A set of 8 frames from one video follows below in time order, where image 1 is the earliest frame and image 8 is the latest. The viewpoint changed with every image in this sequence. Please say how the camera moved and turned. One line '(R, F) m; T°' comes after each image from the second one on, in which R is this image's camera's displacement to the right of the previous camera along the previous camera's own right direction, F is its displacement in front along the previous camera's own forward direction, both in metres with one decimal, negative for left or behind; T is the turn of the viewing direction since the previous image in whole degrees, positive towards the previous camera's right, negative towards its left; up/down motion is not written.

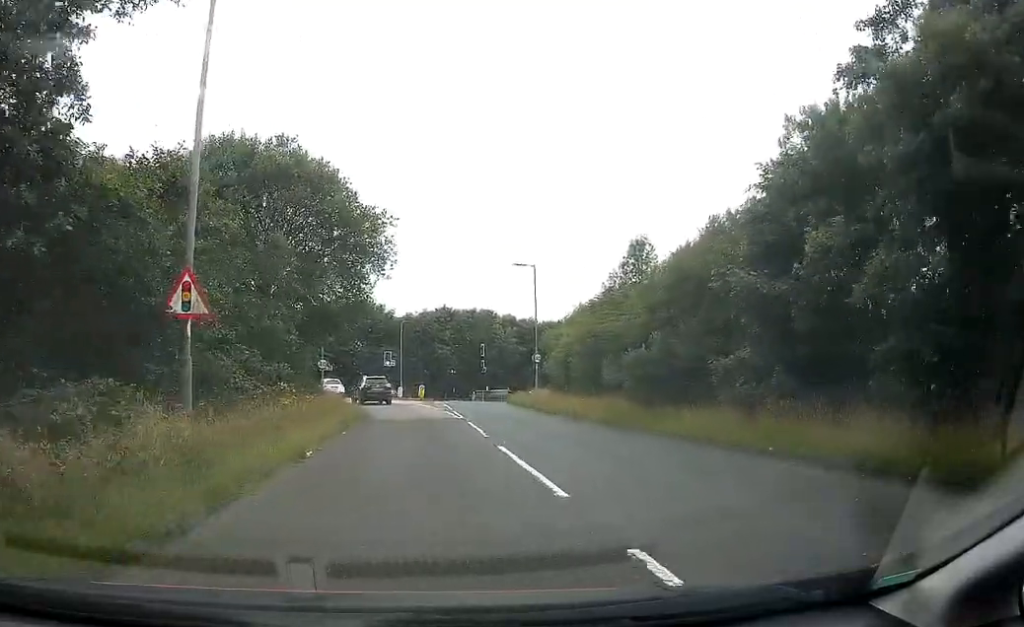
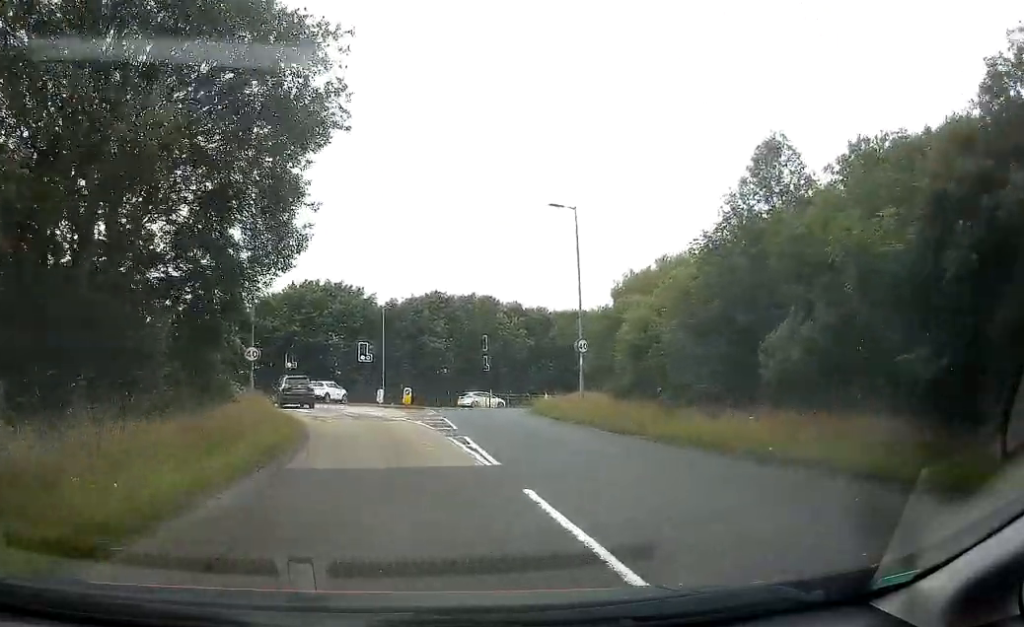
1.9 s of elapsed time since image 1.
(+0.1, +16.9) m; 0°
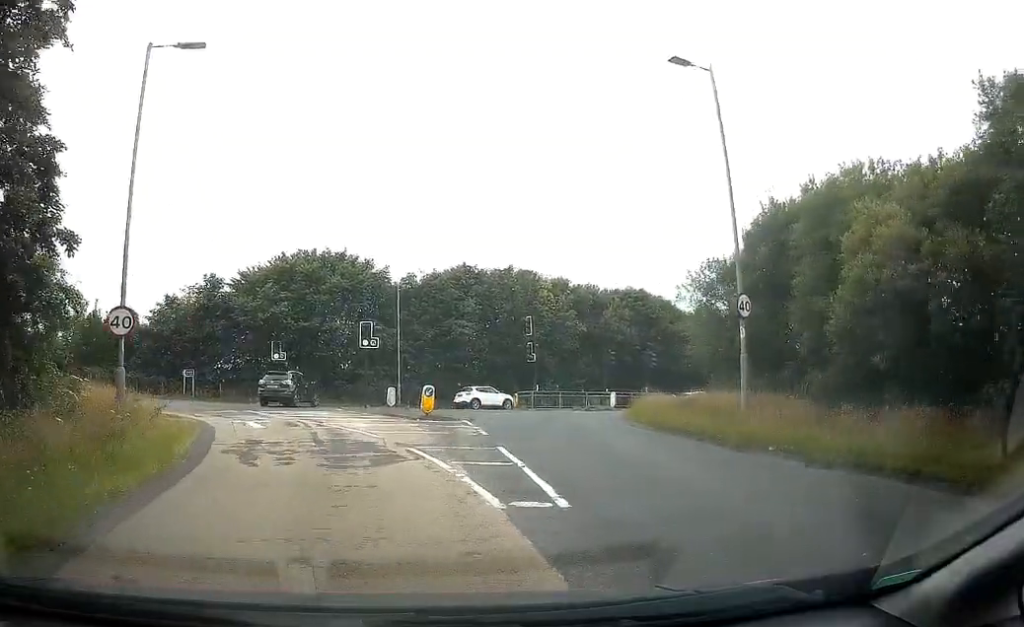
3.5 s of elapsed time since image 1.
(-0.9, +14.3) m; -10°
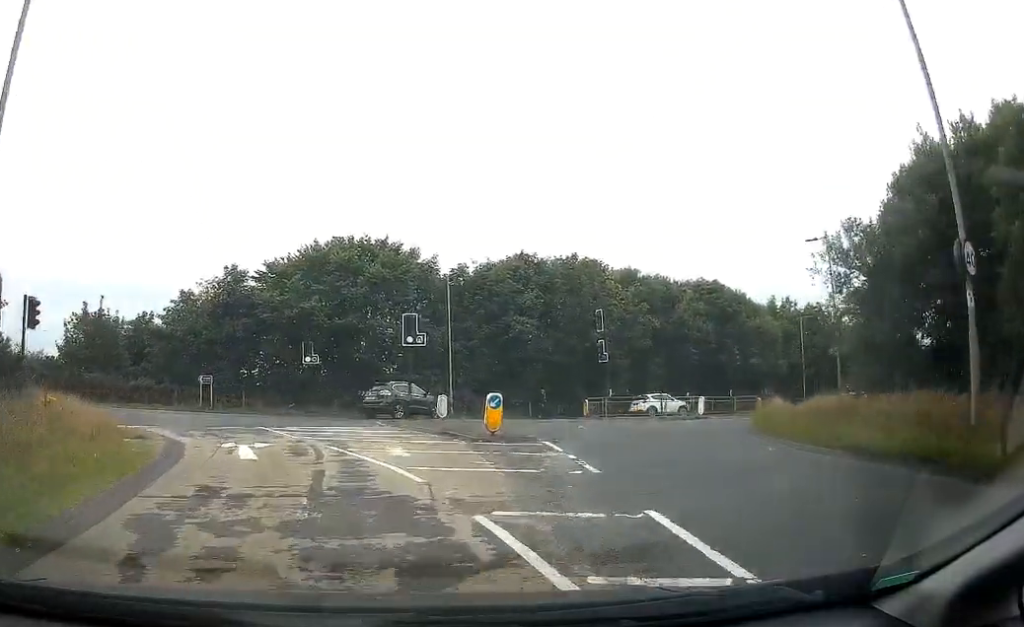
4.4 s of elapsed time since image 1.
(-0.4, +6.7) m; -5°
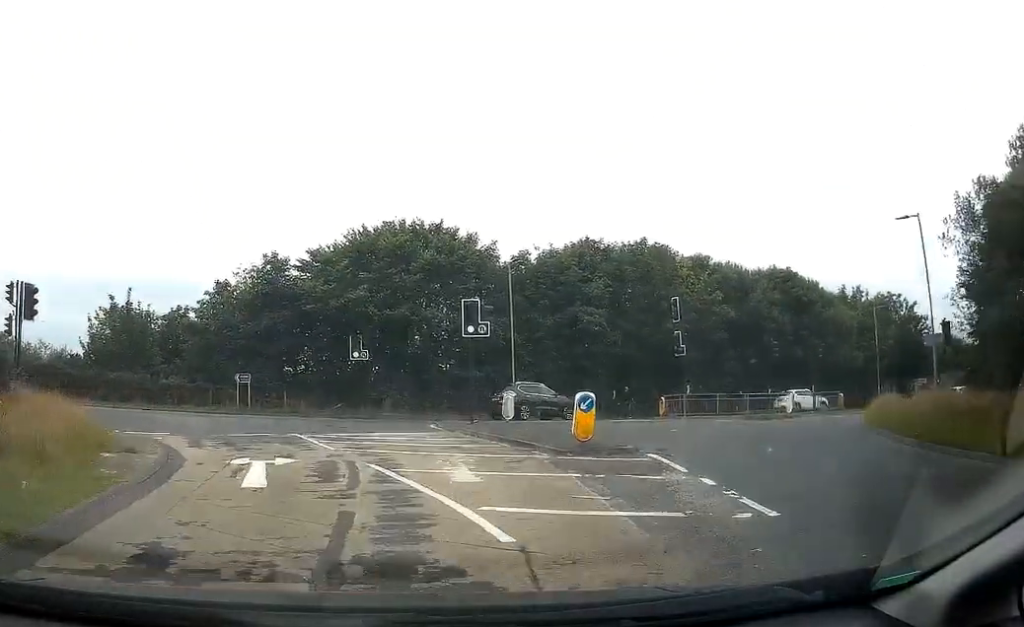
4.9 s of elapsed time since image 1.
(-0.1, +3.4) m; -2°
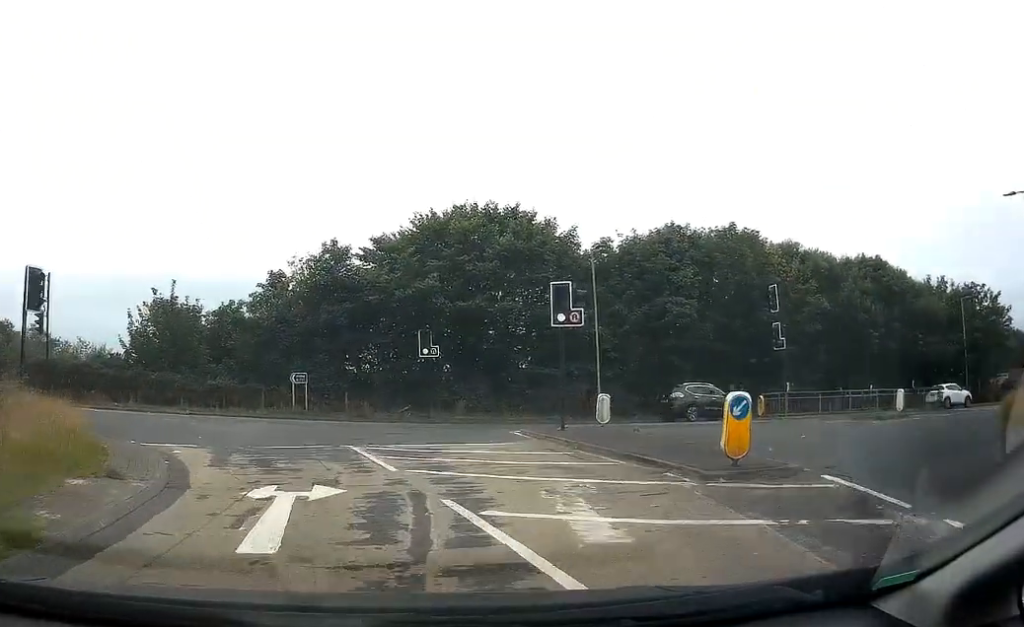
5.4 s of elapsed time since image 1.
(-0.1, +3.6) m; -3°
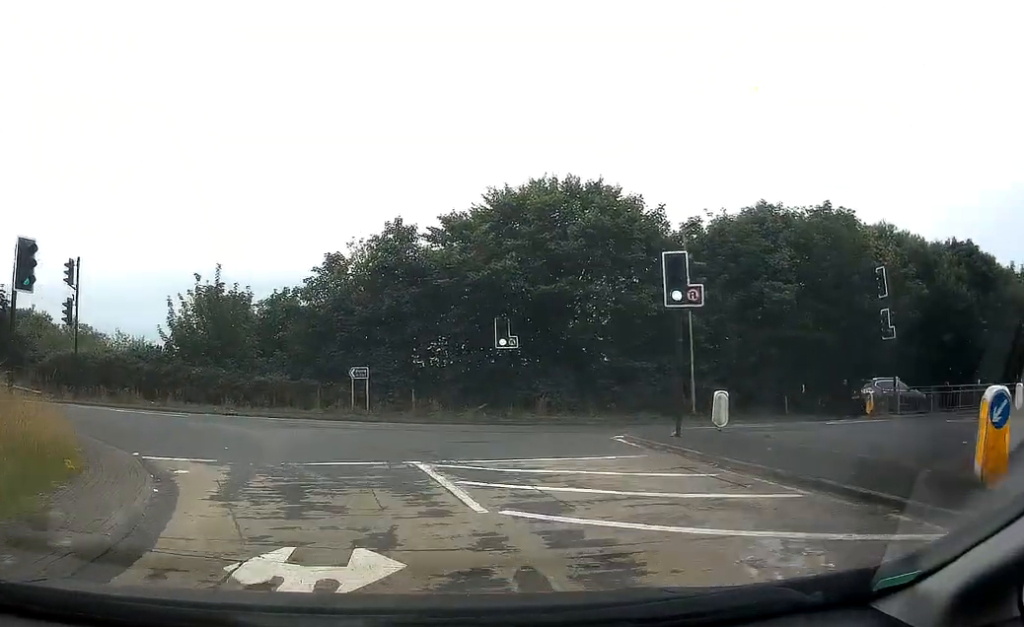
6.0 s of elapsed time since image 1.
(0.0, +3.7) m; -3°
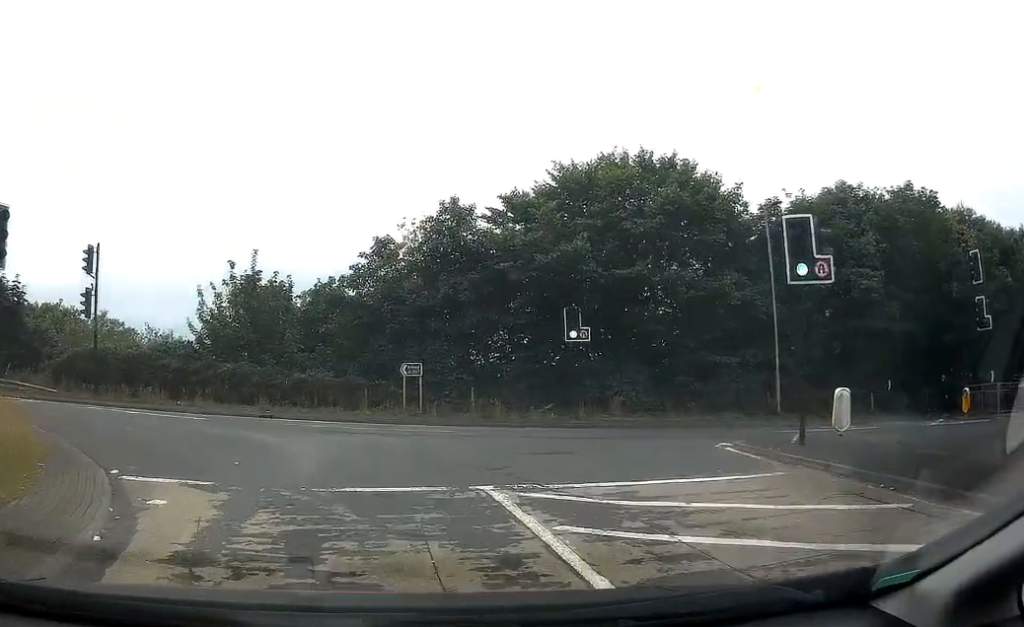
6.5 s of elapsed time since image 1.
(-0.2, +3.2) m; -3°
